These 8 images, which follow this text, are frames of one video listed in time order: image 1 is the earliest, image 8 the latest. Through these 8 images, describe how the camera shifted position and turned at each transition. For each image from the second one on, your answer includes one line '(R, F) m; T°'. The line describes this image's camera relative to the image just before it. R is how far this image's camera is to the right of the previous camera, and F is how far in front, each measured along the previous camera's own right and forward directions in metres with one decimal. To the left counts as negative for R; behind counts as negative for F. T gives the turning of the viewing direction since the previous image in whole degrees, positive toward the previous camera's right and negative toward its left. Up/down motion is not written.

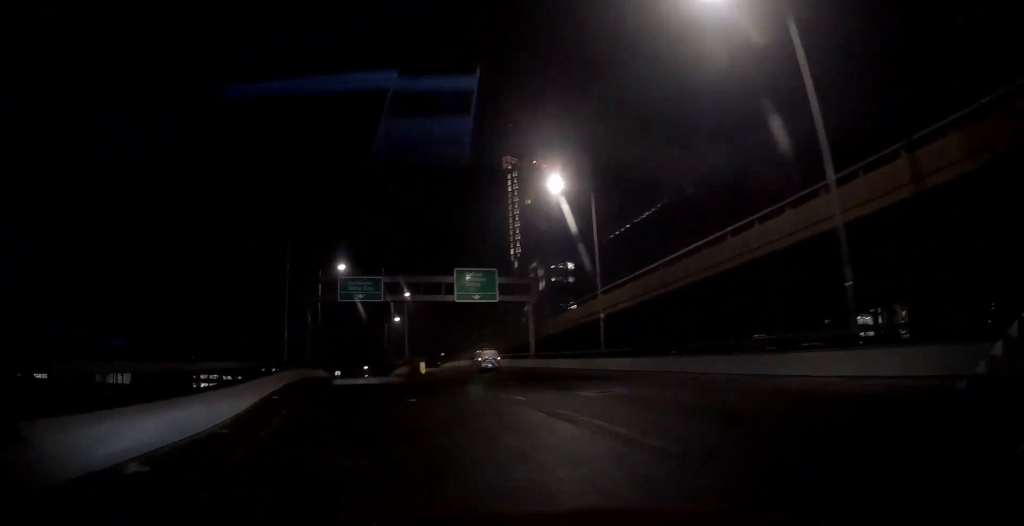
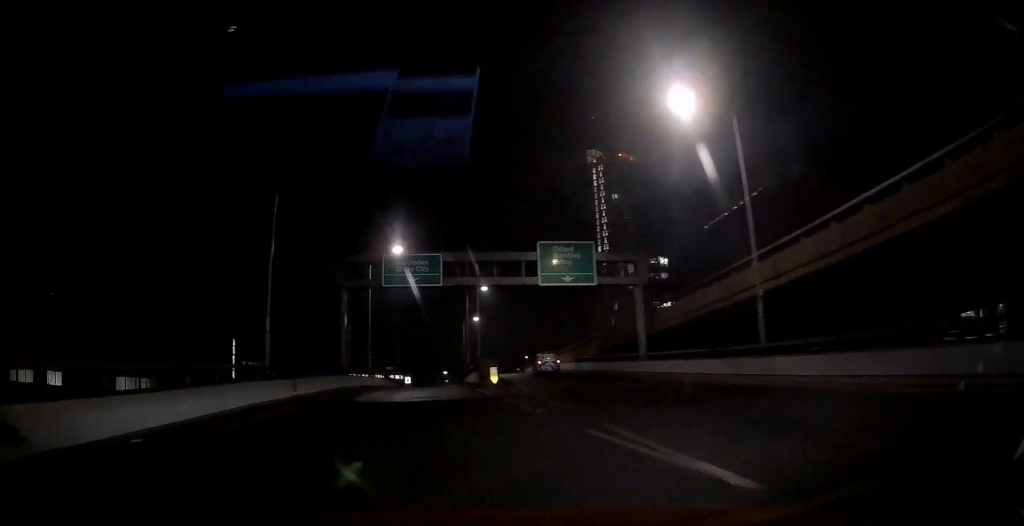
(-0.9, +12.2) m; -8°
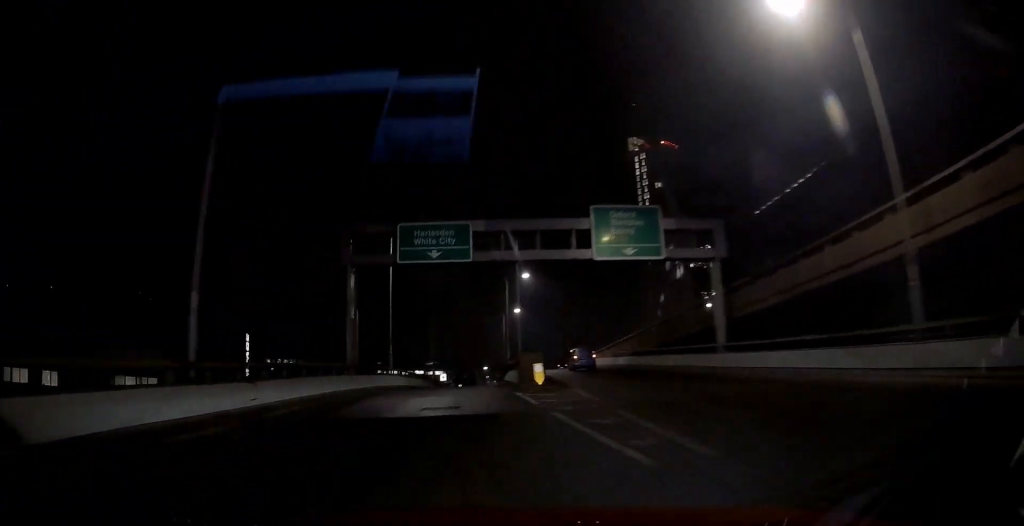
(-0.2, +7.6) m; -5°
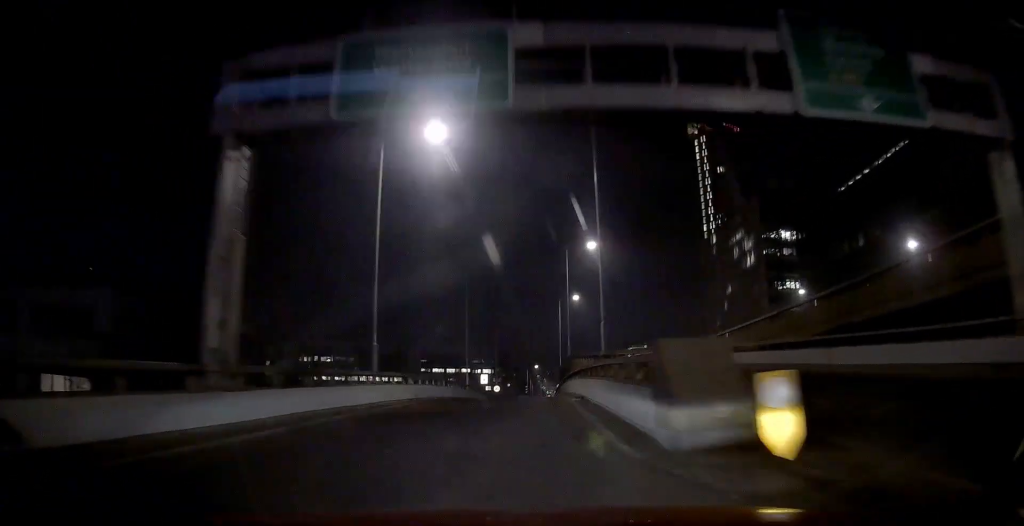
(-1.6, +18.0) m; -9°
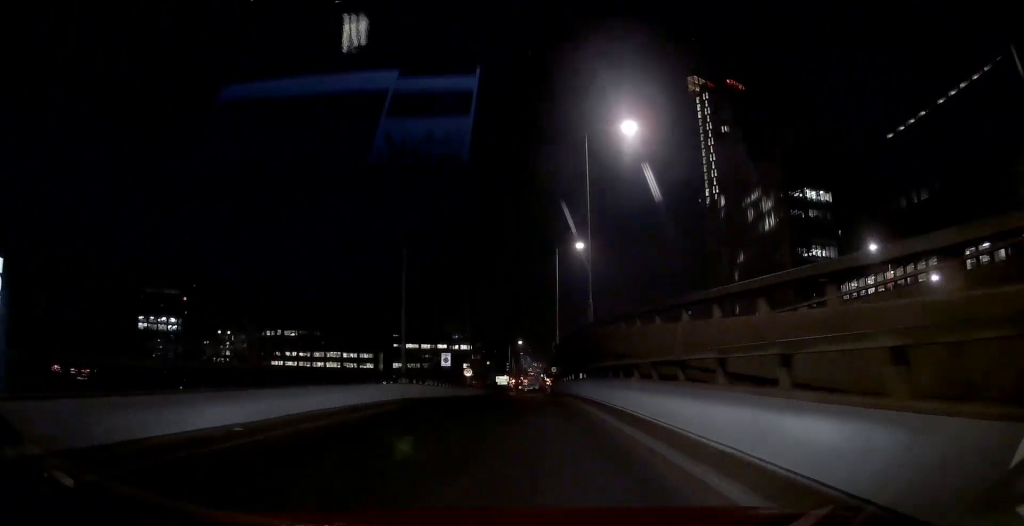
(-1.8, +24.1) m; -4°
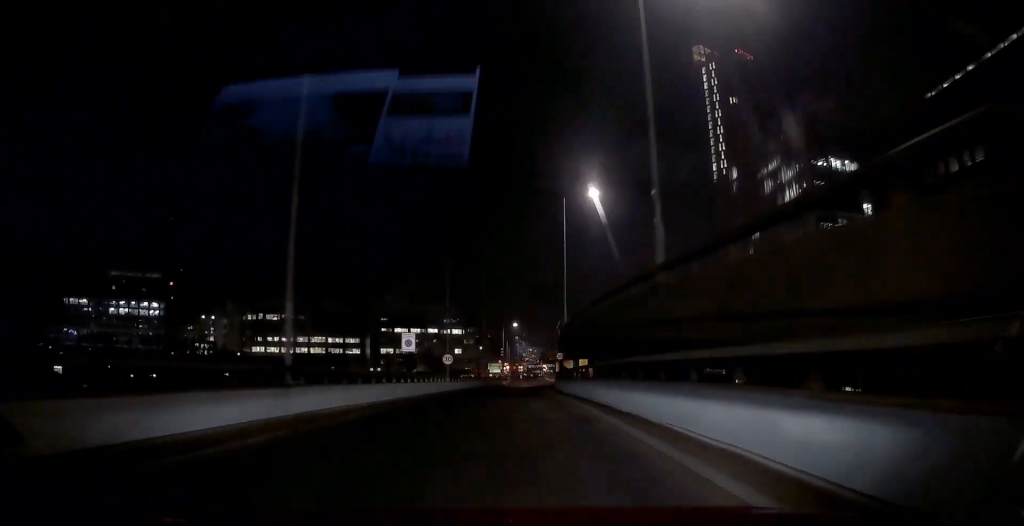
(+0.5, +14.7) m; +2°
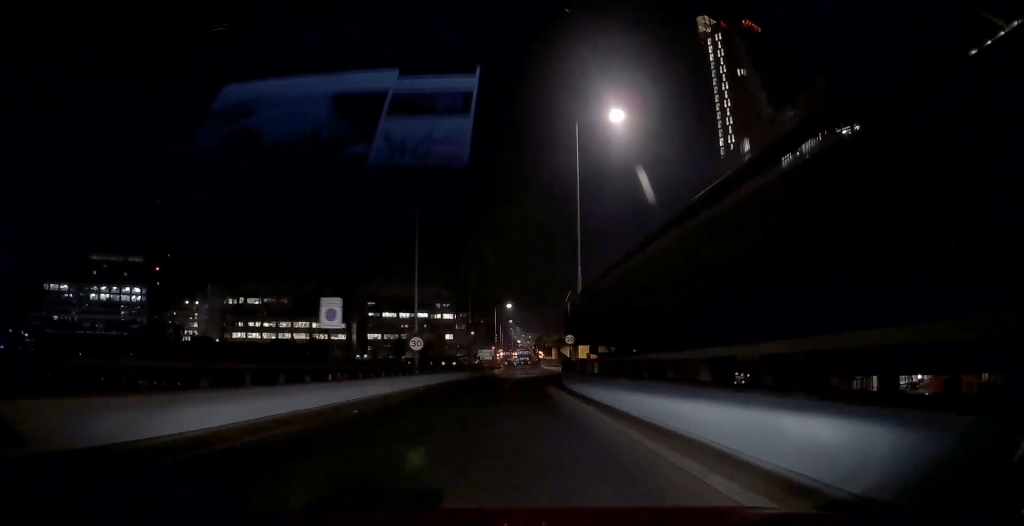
(0.0, +13.1) m; +1°
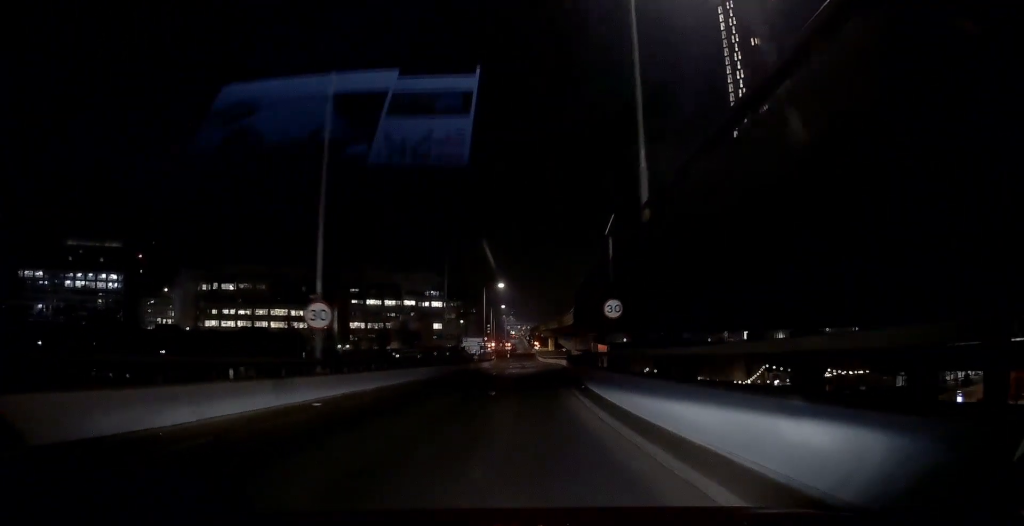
(+0.2, +17.1) m; +1°
